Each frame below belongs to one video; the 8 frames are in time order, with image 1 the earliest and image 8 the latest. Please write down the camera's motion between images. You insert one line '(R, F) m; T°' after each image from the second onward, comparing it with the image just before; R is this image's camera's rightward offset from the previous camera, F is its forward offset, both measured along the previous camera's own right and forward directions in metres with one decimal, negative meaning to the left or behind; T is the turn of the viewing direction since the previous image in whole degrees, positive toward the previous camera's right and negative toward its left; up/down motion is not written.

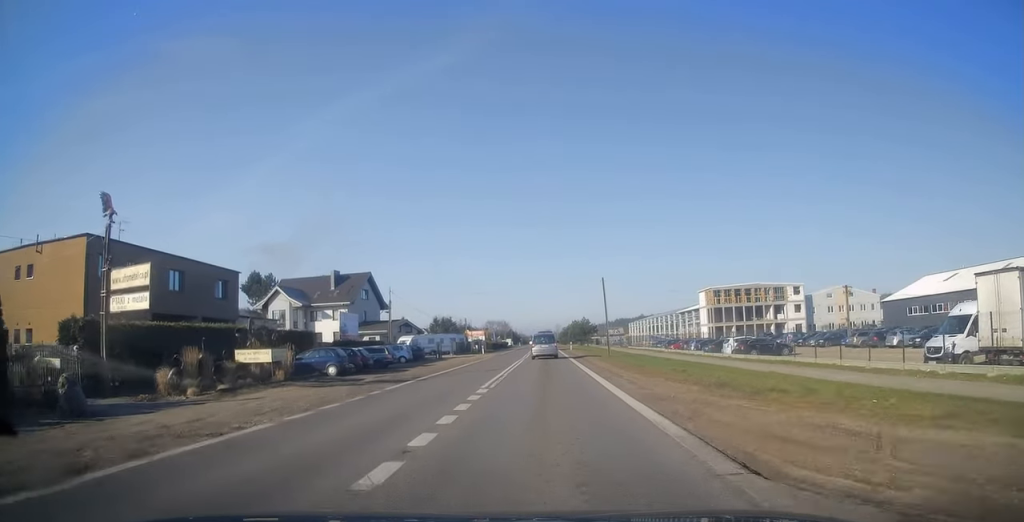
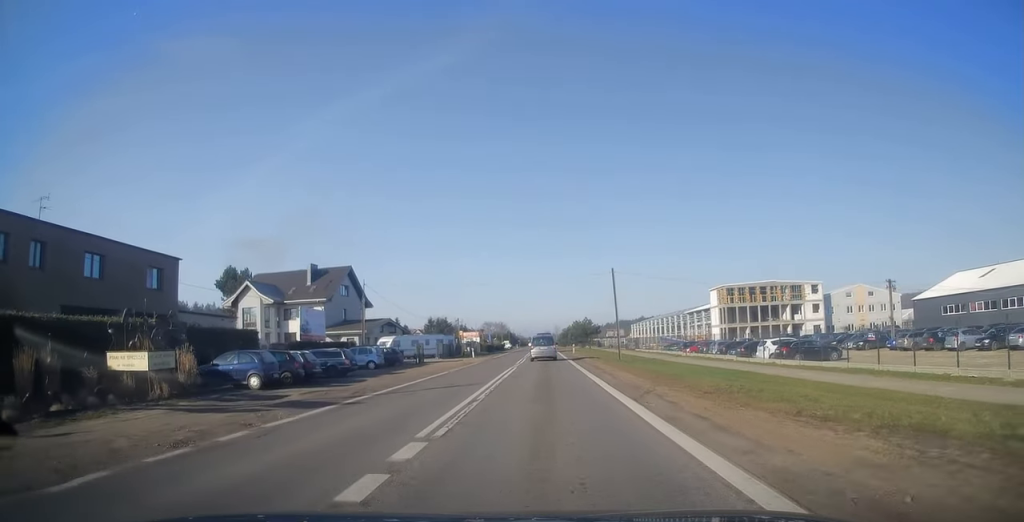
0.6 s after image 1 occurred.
(0.0, +8.2) m; 0°
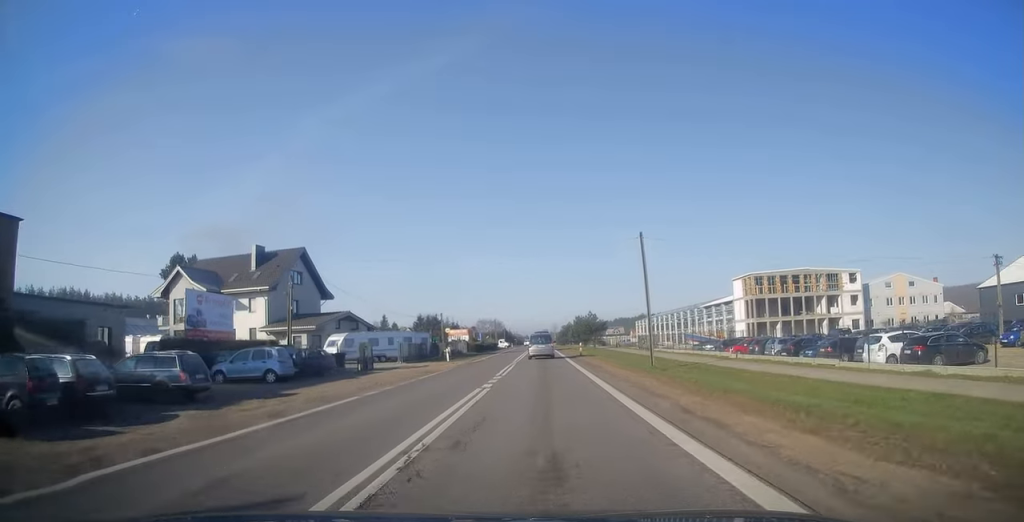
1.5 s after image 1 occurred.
(+0.1, +13.9) m; 0°
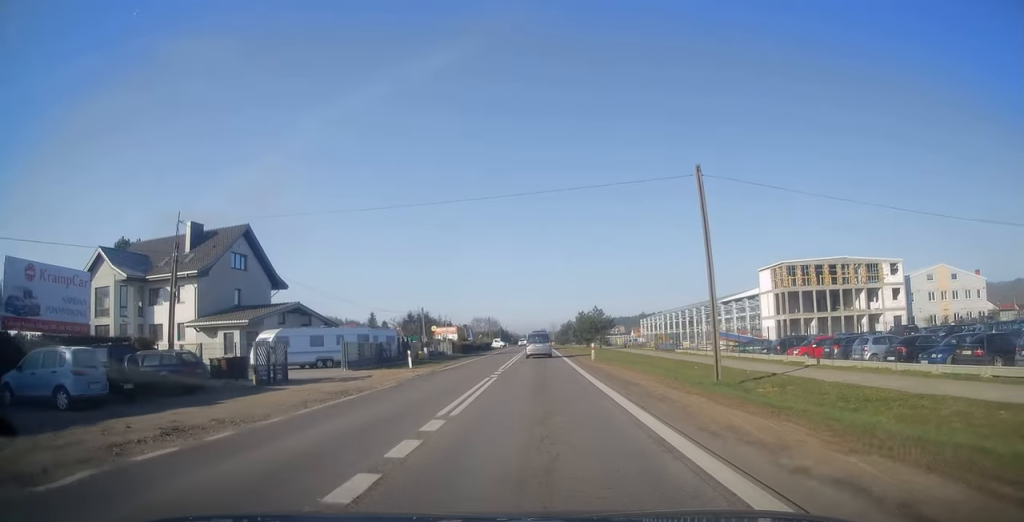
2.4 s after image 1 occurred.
(0.0, +11.7) m; 0°
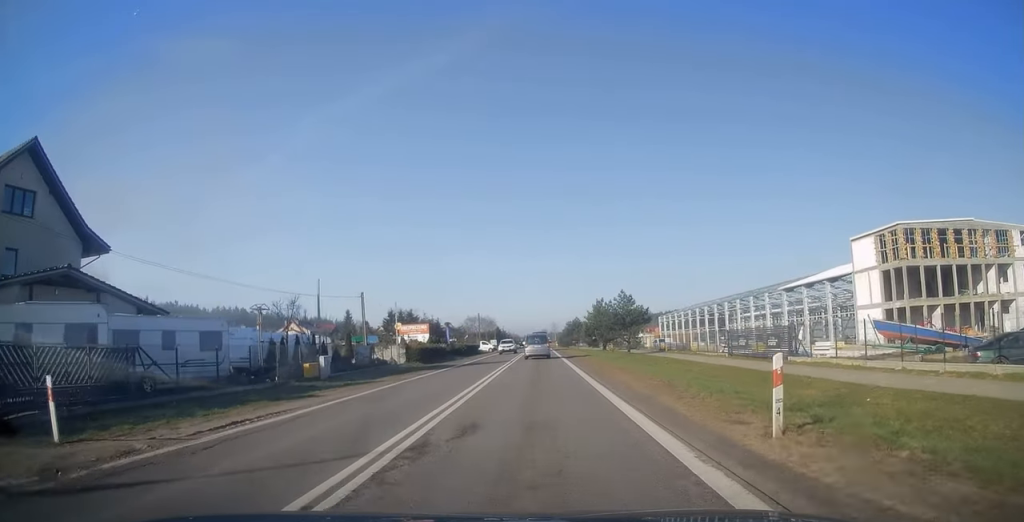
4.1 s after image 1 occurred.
(+0.1, +25.9) m; 0°
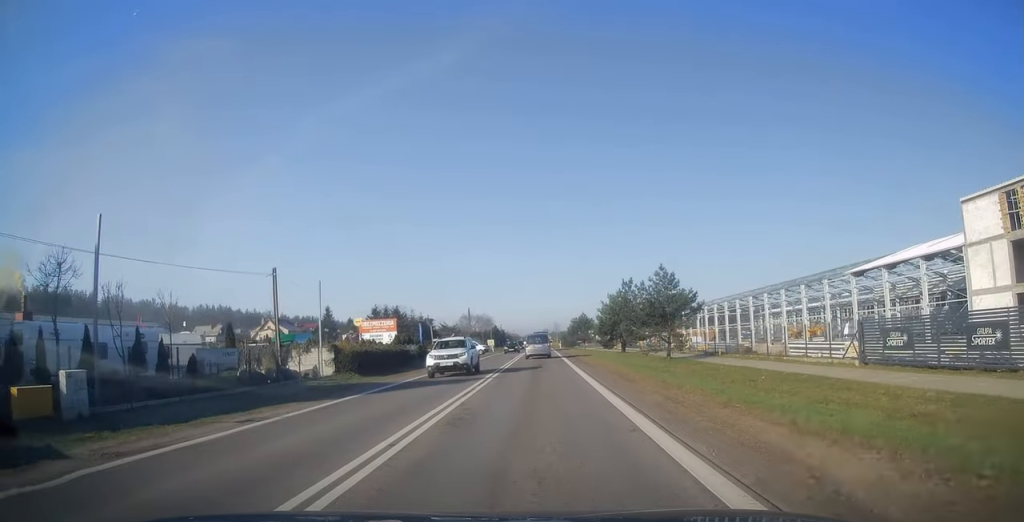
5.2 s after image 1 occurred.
(0.0, +18.5) m; 0°
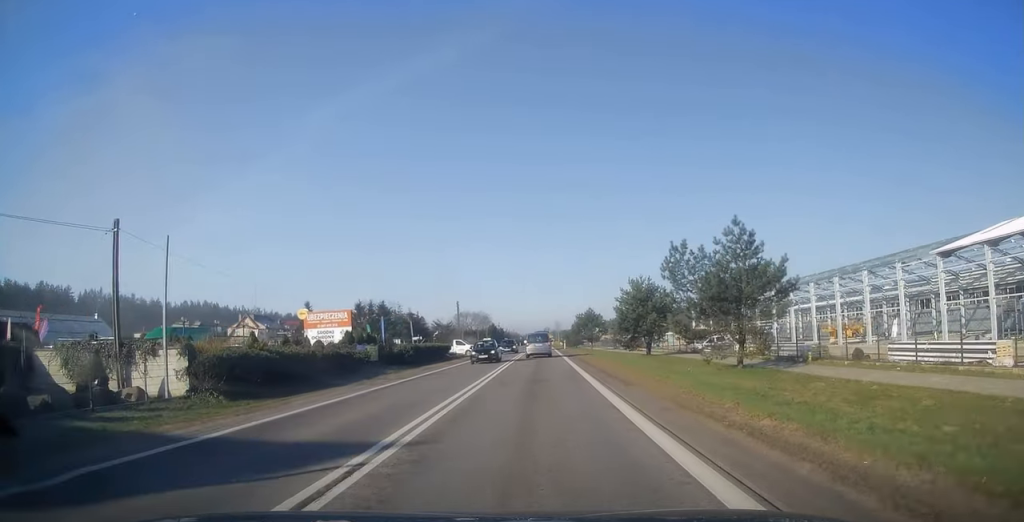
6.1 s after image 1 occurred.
(0.0, +15.7) m; 0°
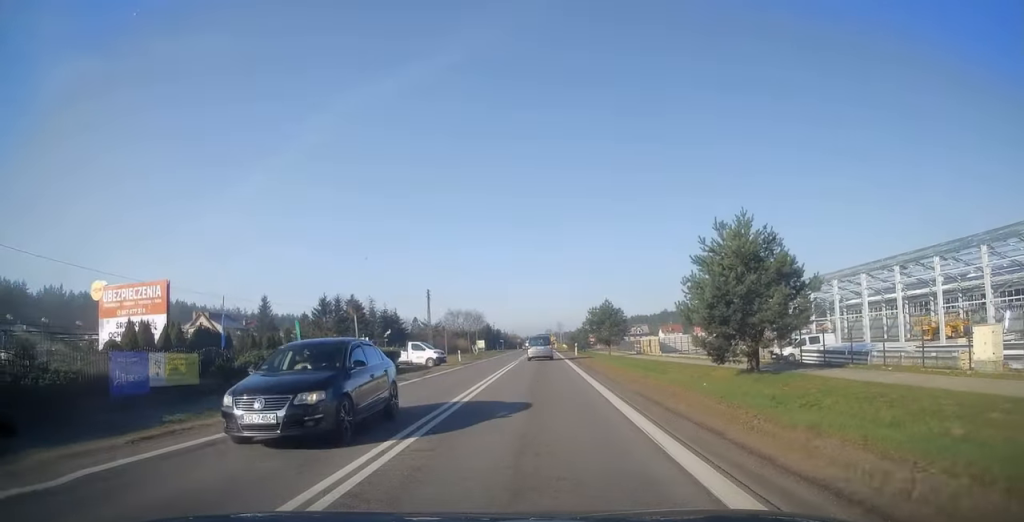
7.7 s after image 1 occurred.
(-0.1, +22.0) m; 0°
